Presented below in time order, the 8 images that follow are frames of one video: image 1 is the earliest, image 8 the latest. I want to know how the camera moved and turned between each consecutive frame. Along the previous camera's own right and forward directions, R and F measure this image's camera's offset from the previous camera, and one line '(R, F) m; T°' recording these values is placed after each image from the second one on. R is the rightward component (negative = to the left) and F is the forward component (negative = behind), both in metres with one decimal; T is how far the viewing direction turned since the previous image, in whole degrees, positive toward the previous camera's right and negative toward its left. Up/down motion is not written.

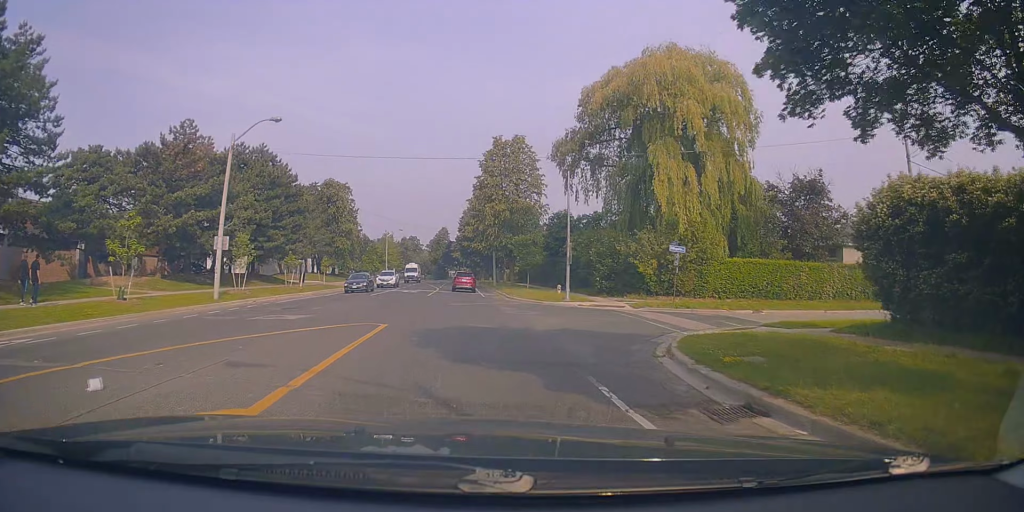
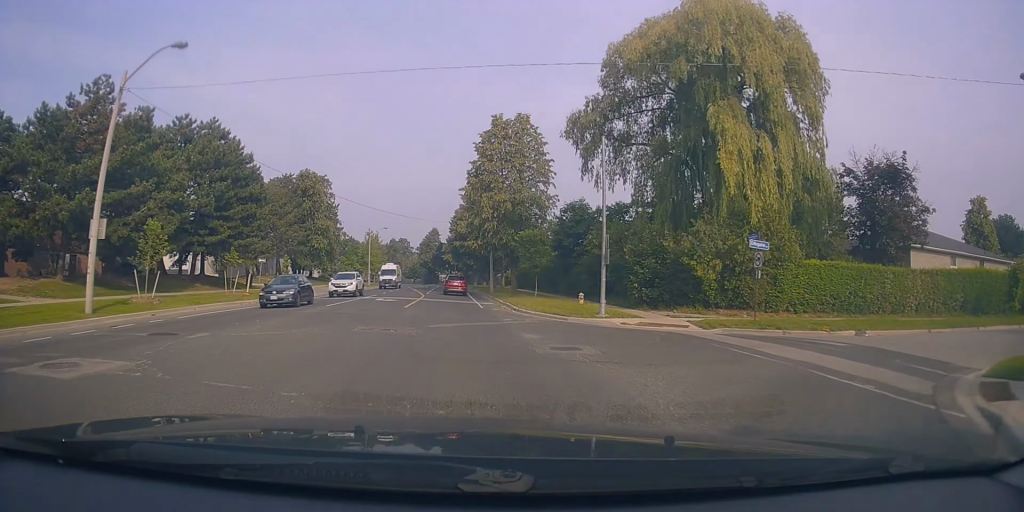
(-0.2, +9.7) m; 0°
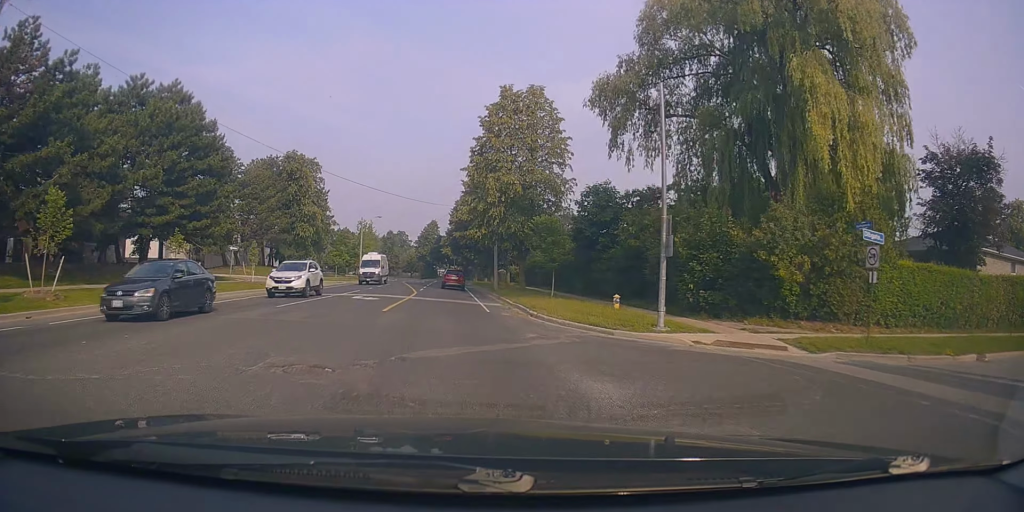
(+0.3, +6.9) m; +1°
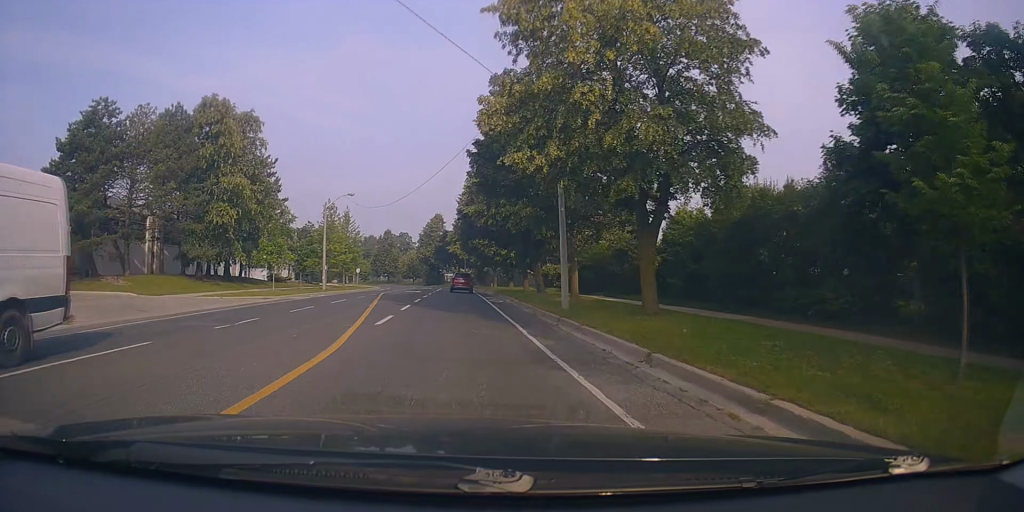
(-0.2, +25.9) m; -1°
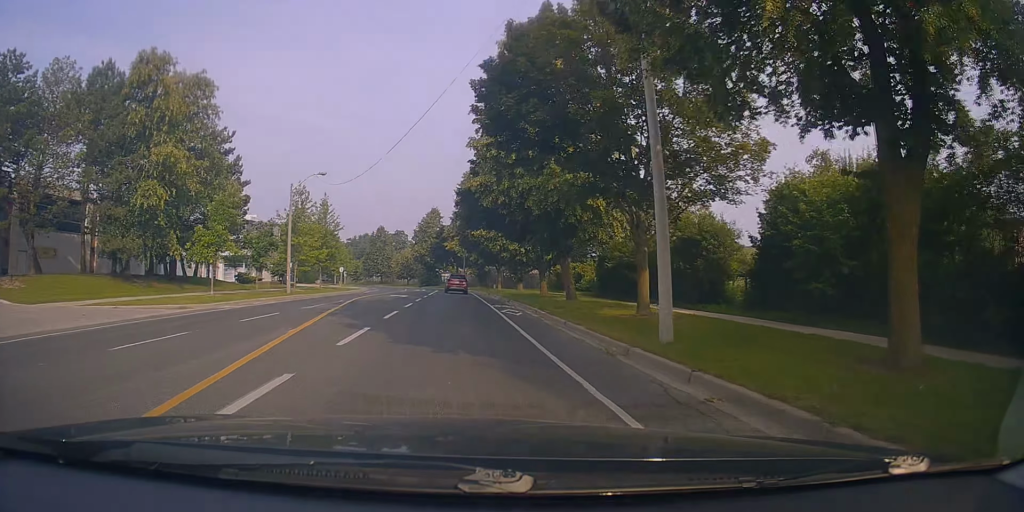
(-0.1, +10.3) m; +1°
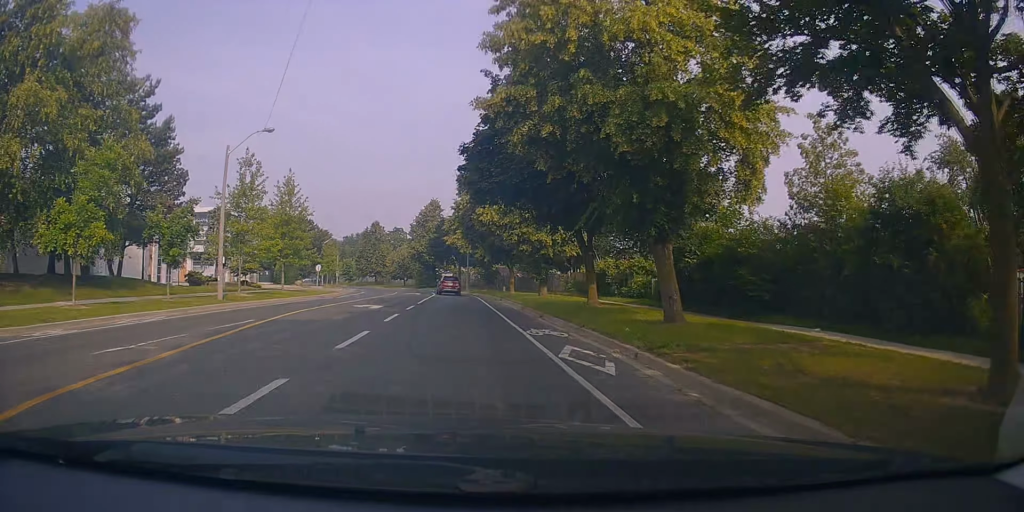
(+0.4, +12.4) m; +2°
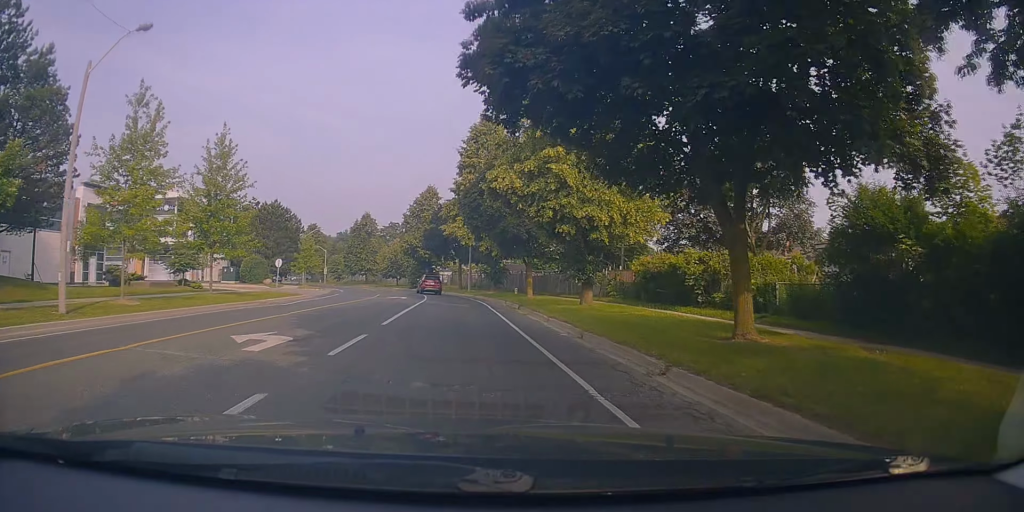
(+0.1, +12.8) m; -1°
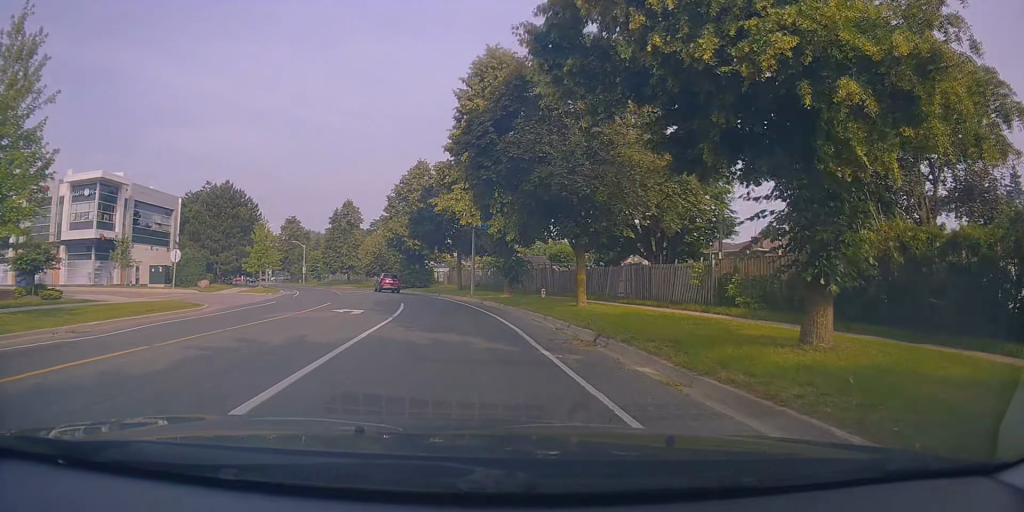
(-0.4, +16.8) m; -2°
